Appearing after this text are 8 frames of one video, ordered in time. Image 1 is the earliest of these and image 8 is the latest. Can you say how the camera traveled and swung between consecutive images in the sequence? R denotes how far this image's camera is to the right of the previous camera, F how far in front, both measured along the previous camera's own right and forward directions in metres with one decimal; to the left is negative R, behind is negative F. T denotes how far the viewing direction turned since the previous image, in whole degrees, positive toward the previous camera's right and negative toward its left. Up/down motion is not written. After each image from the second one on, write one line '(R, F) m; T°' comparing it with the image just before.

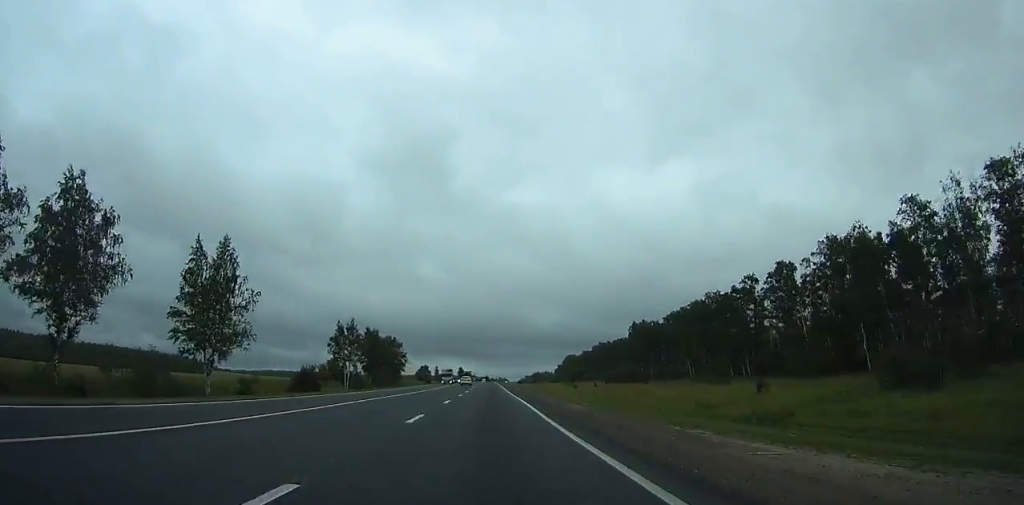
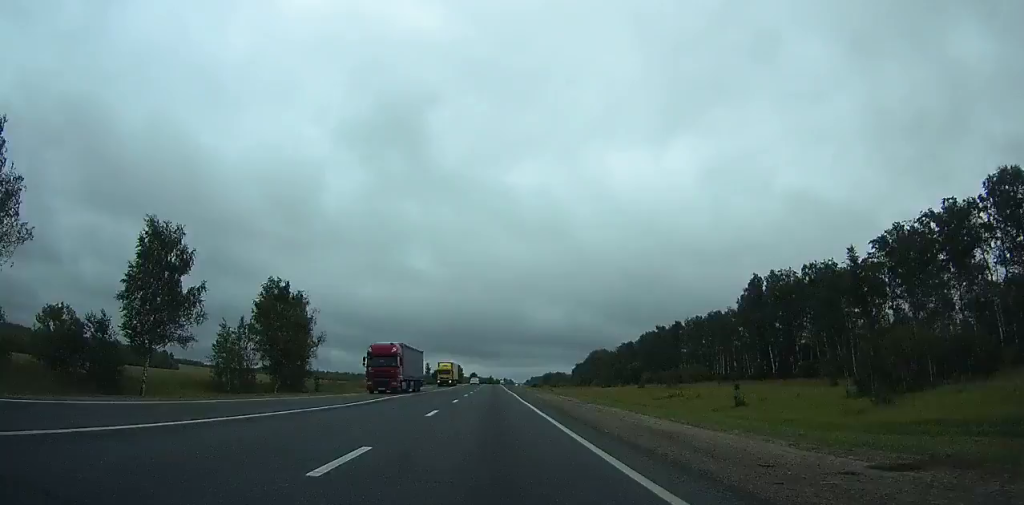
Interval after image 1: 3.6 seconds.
(-0.4, +93.1) m; 0°
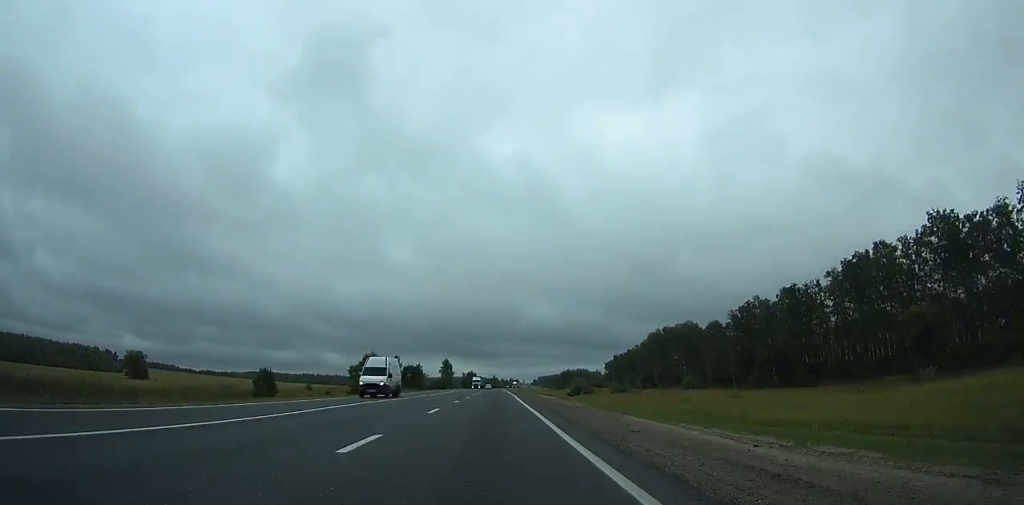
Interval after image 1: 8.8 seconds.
(+0.3, +129.3) m; 0°
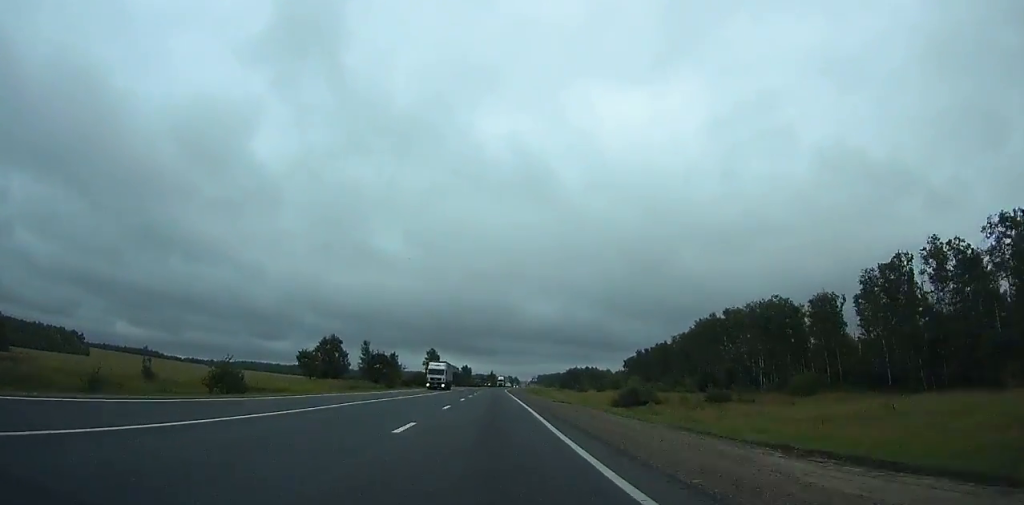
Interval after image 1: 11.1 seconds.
(-0.2, +55.8) m; 0°
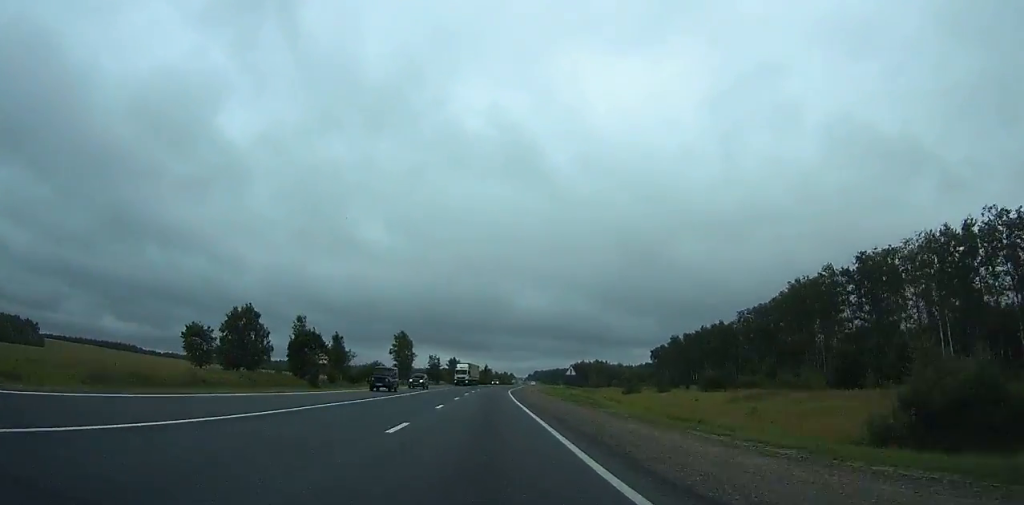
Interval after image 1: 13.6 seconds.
(+0.1, +60.2) m; +1°
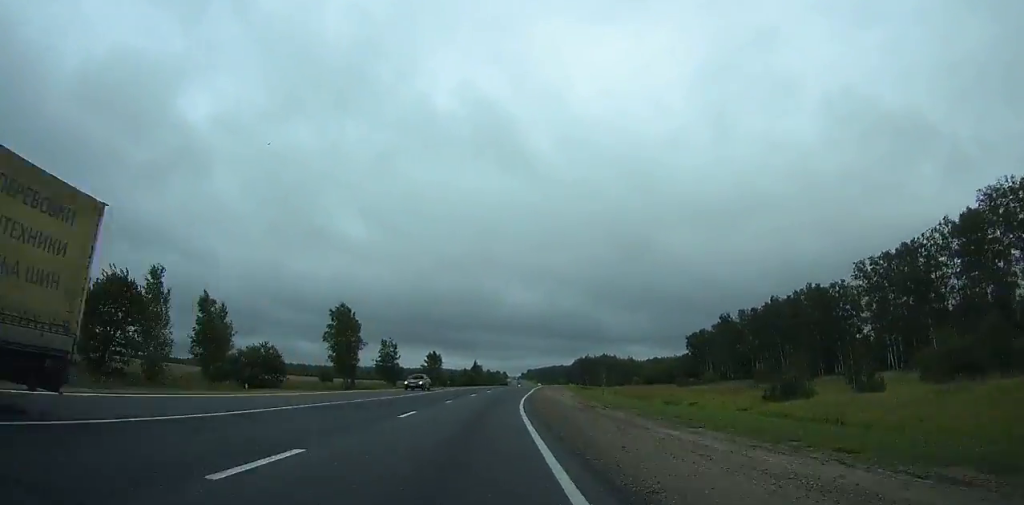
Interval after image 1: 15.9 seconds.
(+0.3, +55.2) m; +2°
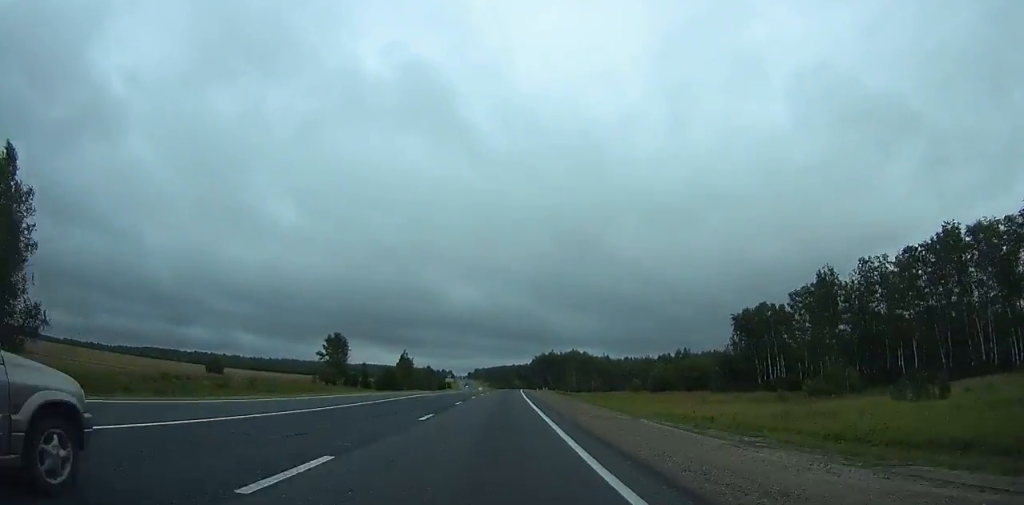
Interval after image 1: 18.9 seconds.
(+1.7, +71.9) m; +3°
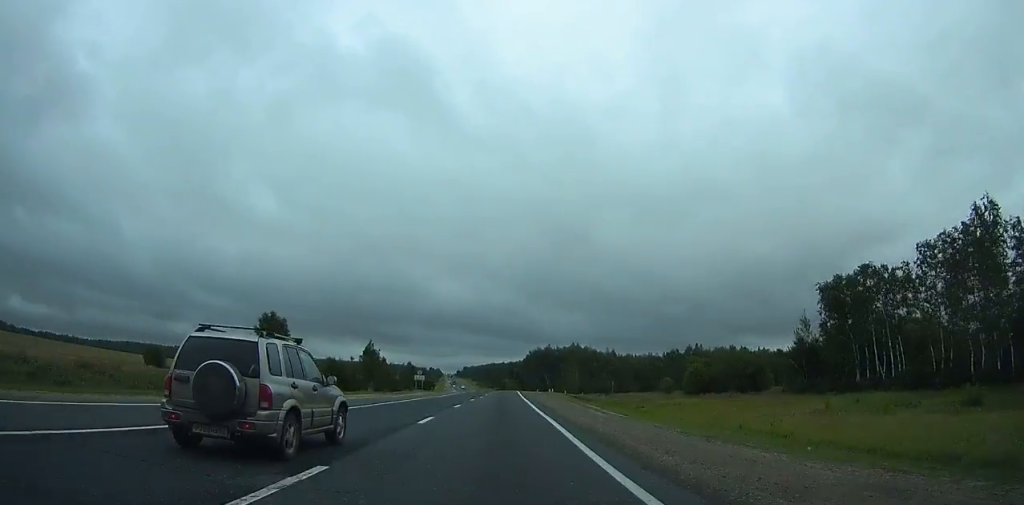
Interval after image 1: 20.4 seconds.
(+0.8, +36.0) m; +2°
